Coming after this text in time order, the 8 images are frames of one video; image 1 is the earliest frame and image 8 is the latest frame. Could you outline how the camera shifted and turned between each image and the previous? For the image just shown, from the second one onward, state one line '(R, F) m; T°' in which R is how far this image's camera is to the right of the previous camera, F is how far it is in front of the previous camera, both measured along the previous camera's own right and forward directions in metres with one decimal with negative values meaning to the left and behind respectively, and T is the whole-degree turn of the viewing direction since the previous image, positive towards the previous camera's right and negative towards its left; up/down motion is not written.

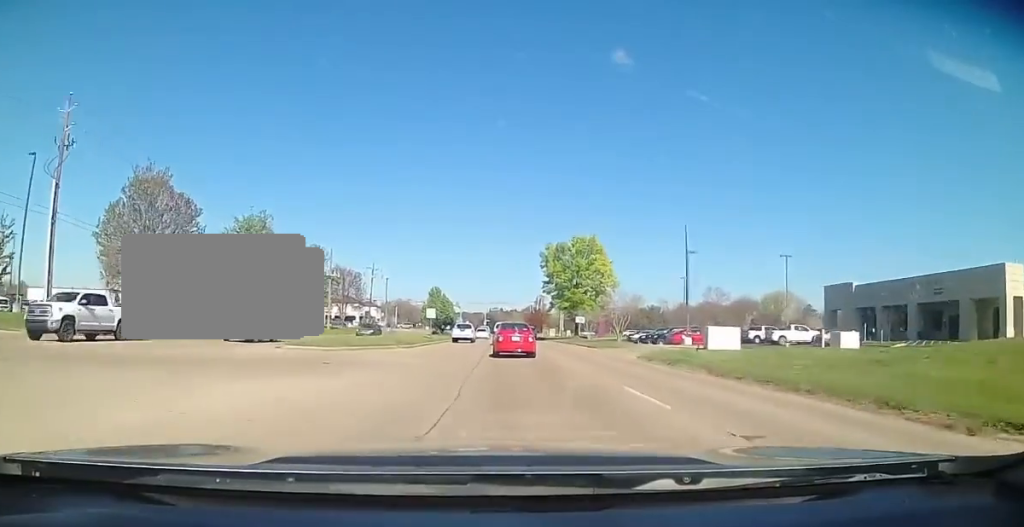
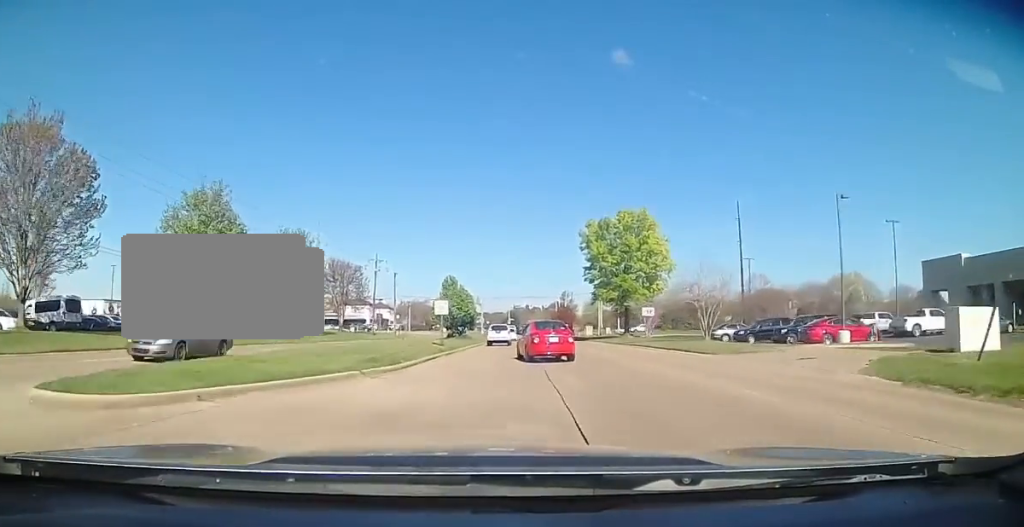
(-0.8, +16.4) m; -2°
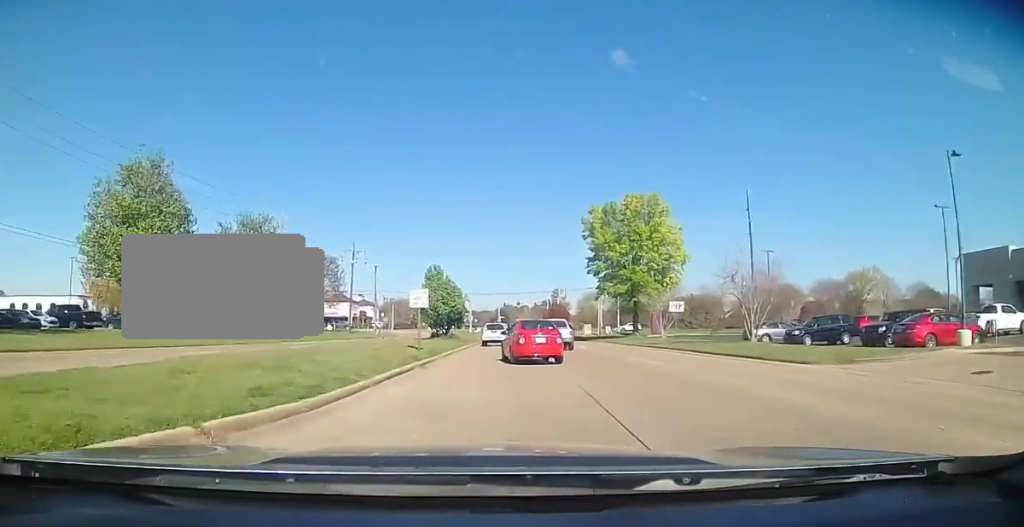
(+0.3, +8.6) m; +3°
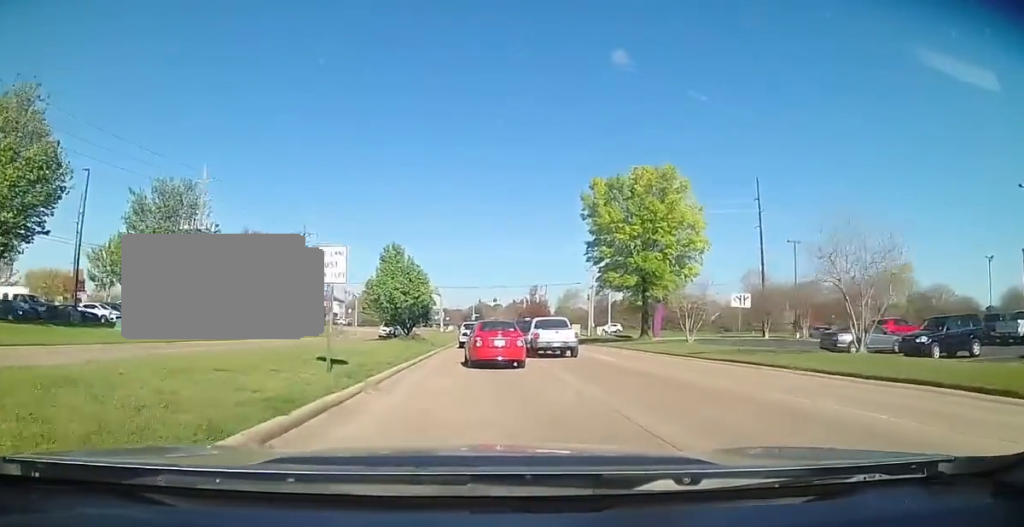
(+0.3, +12.5) m; +1°
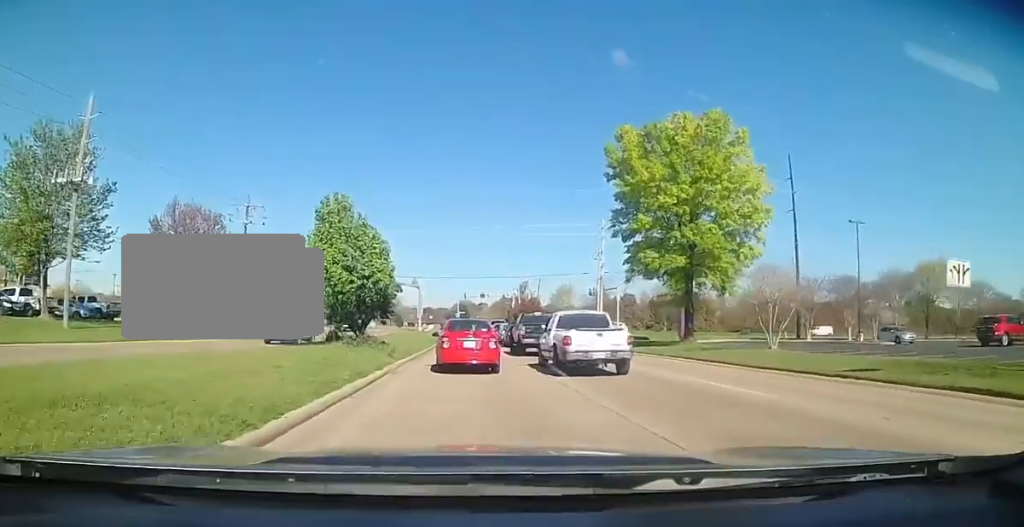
(-0.1, +13.5) m; 0°
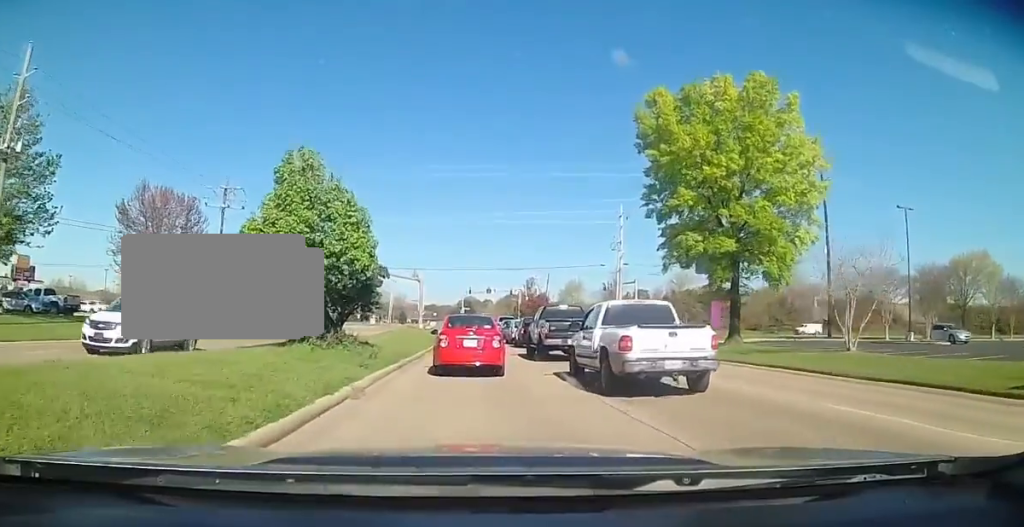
(0.0, +6.3) m; 0°
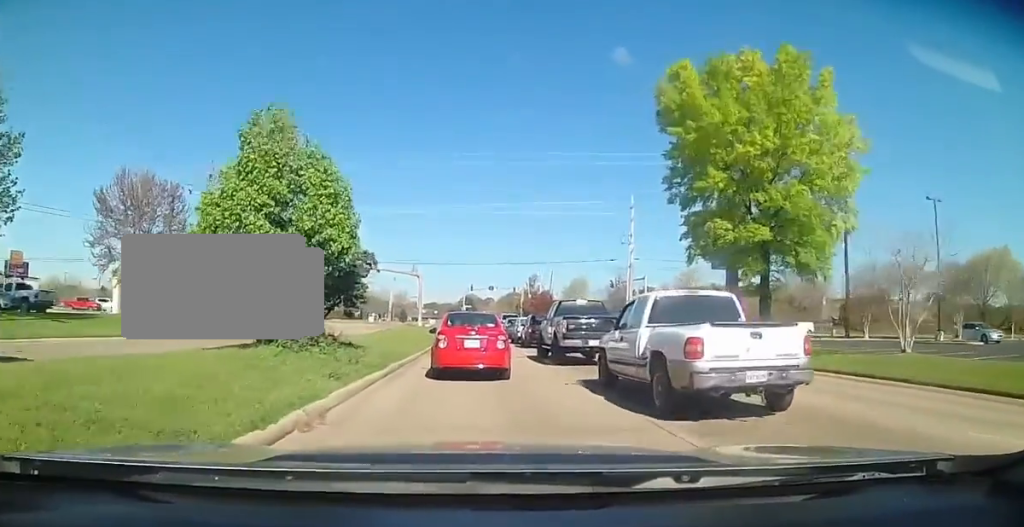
(0.0, +3.5) m; 0°
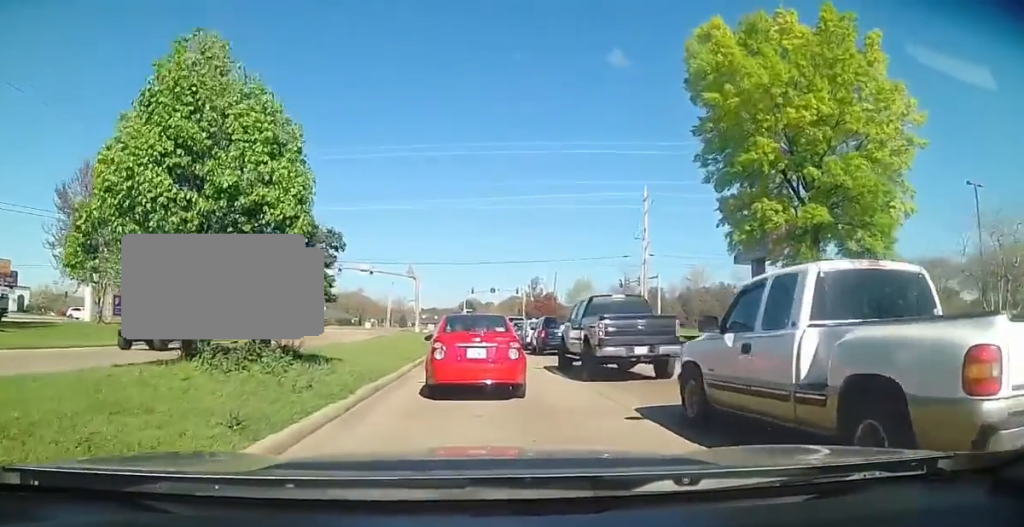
(0.0, +5.3) m; +2°
